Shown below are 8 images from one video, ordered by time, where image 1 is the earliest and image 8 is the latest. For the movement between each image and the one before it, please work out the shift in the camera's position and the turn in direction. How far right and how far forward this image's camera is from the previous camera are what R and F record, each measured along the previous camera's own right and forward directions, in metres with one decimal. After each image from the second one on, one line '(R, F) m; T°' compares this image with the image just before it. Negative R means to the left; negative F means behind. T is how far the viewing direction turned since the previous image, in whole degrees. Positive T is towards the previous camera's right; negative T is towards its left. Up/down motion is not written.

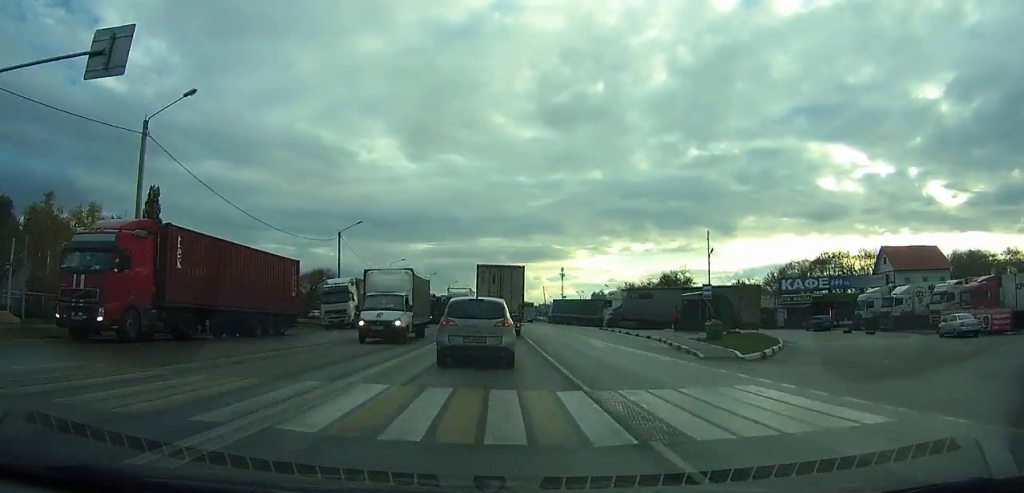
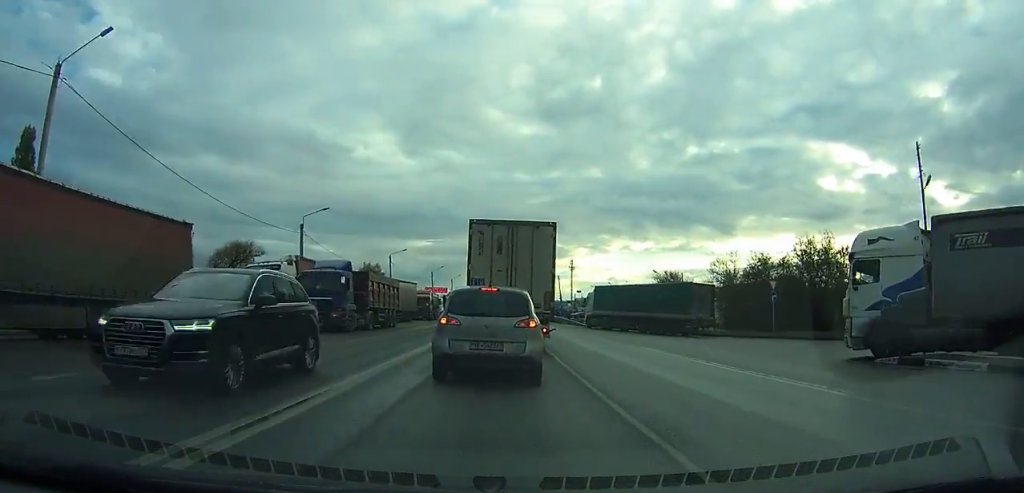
(+0.1, +35.5) m; +1°
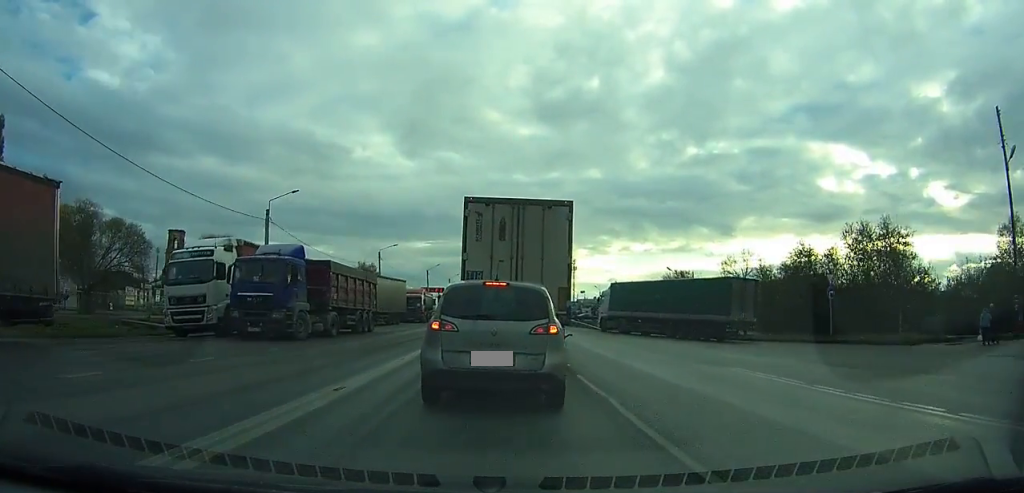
(0.0, +8.2) m; 0°
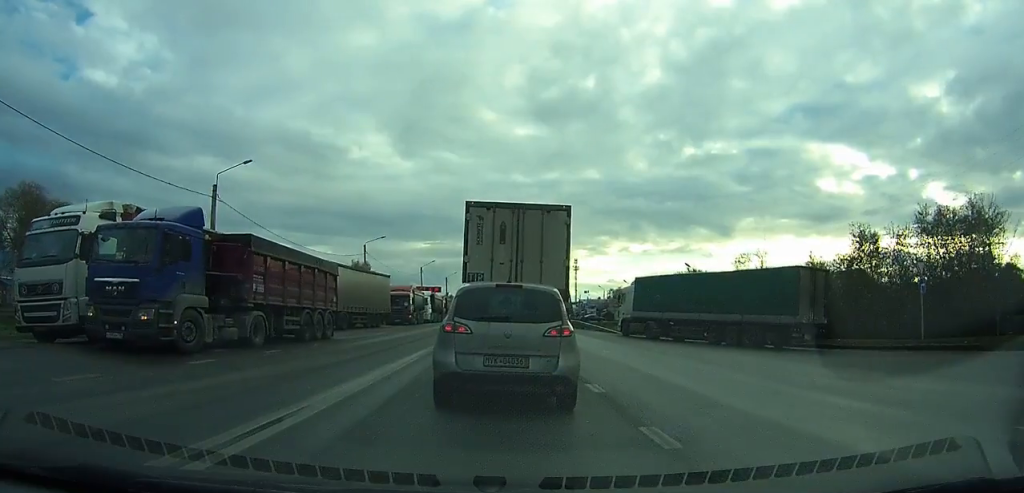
(-0.1, +13.7) m; -2°
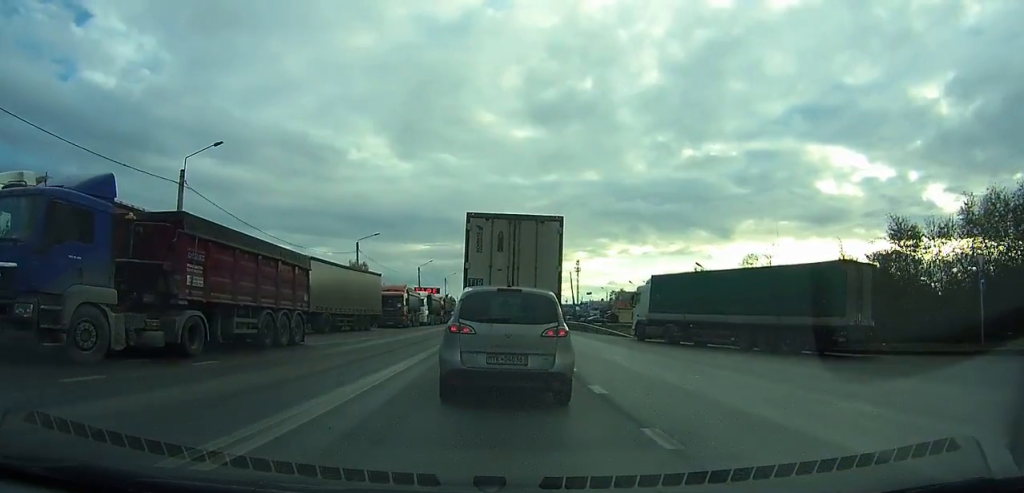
(-0.1, +5.5) m; 0°
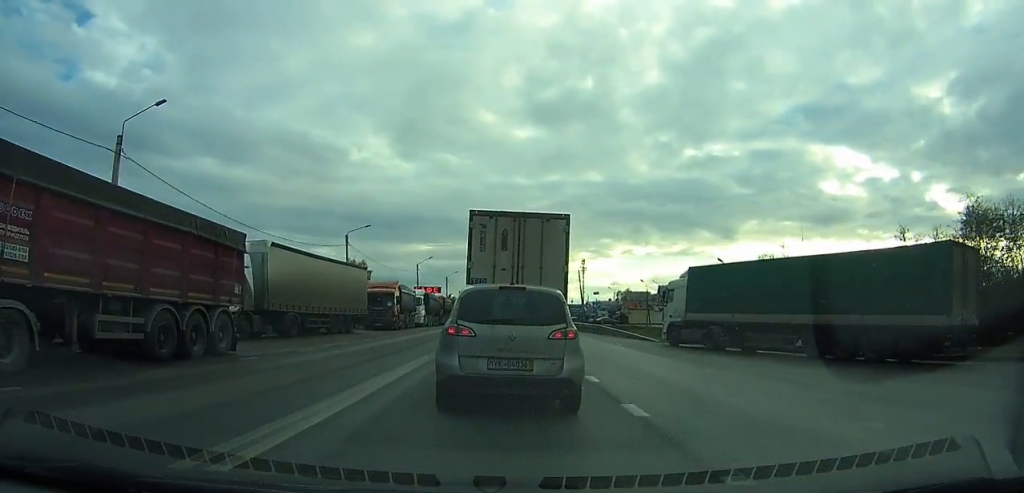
(0.0, +5.3) m; +1°
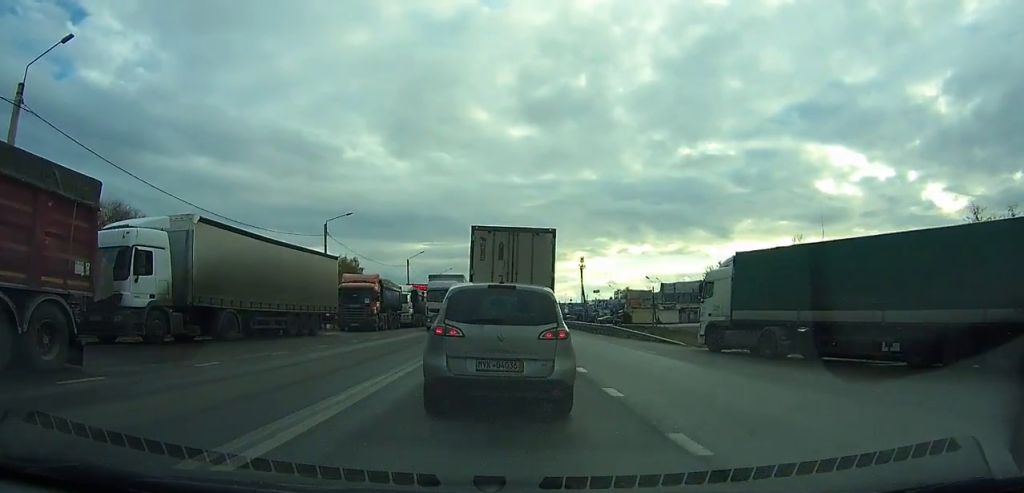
(+0.1, +5.9) m; +1°
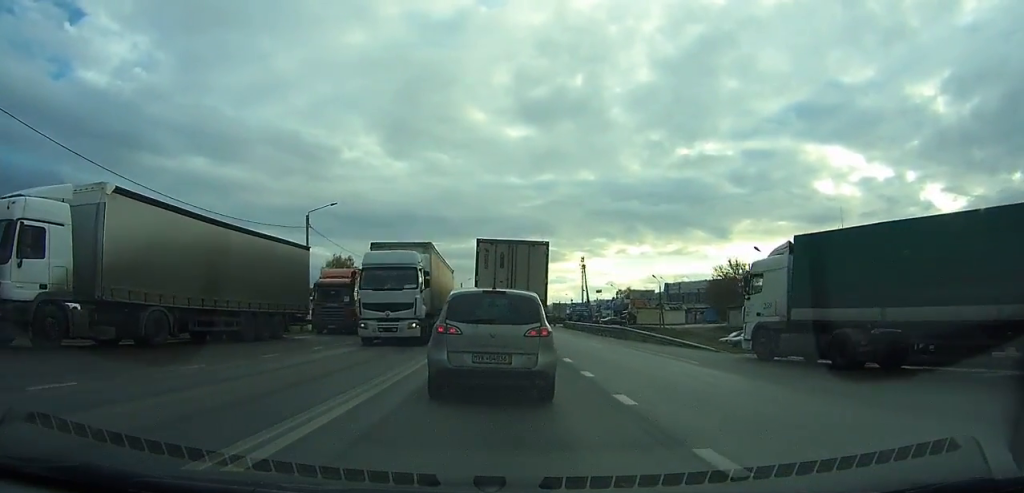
(0.0, +4.3) m; 0°
